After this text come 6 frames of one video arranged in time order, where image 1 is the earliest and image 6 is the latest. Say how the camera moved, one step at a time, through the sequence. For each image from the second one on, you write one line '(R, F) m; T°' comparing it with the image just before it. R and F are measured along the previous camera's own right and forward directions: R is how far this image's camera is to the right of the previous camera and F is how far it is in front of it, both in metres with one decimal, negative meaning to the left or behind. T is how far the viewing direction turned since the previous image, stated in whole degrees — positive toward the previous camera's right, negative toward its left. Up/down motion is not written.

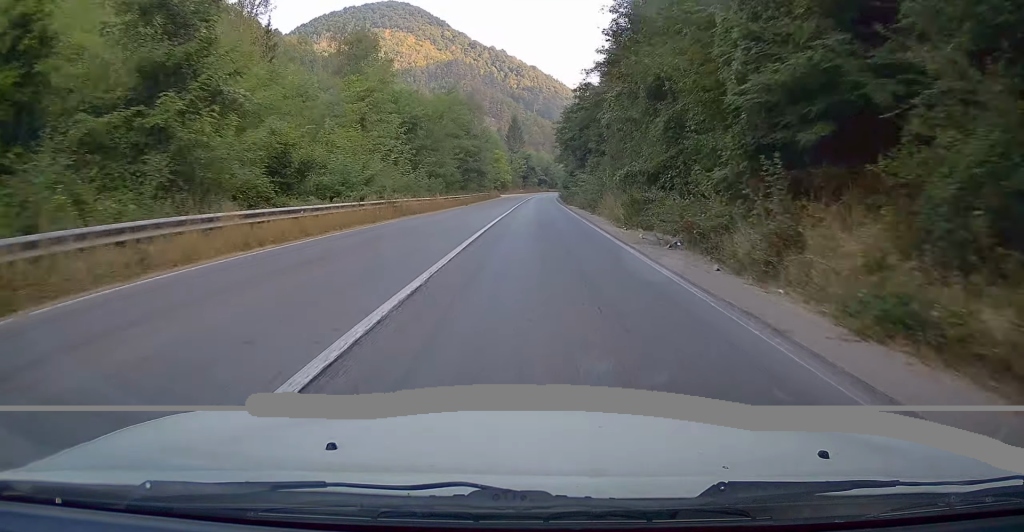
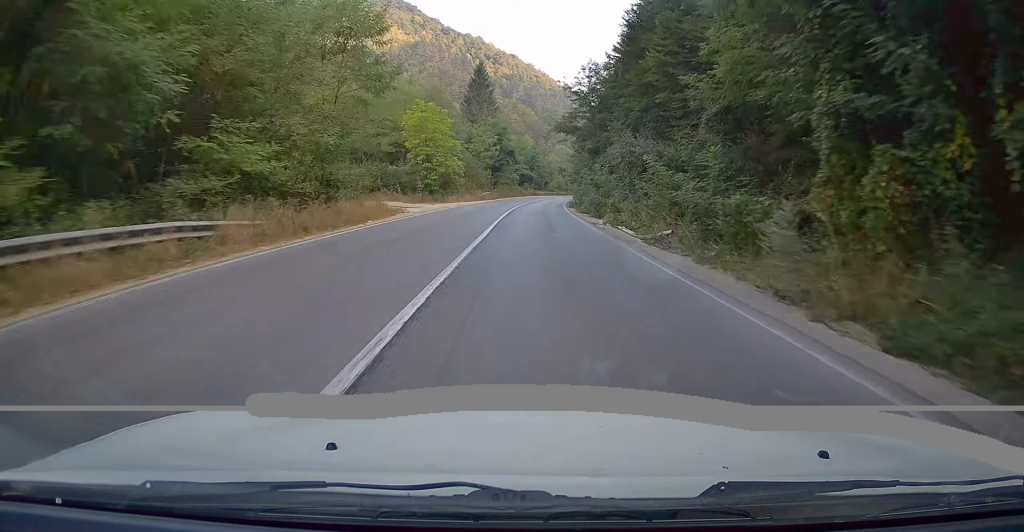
(+1.8, +71.9) m; +2°
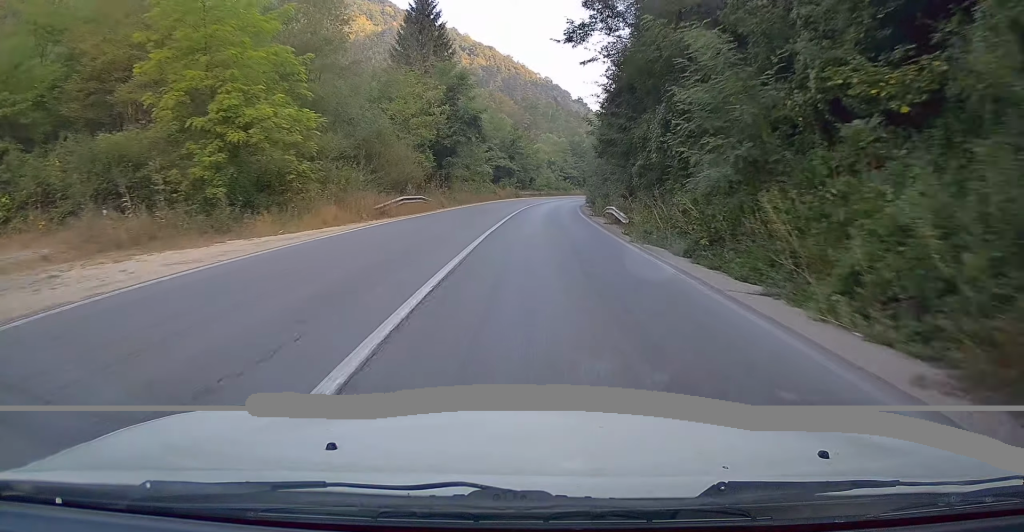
(+0.3, +39.9) m; +1°
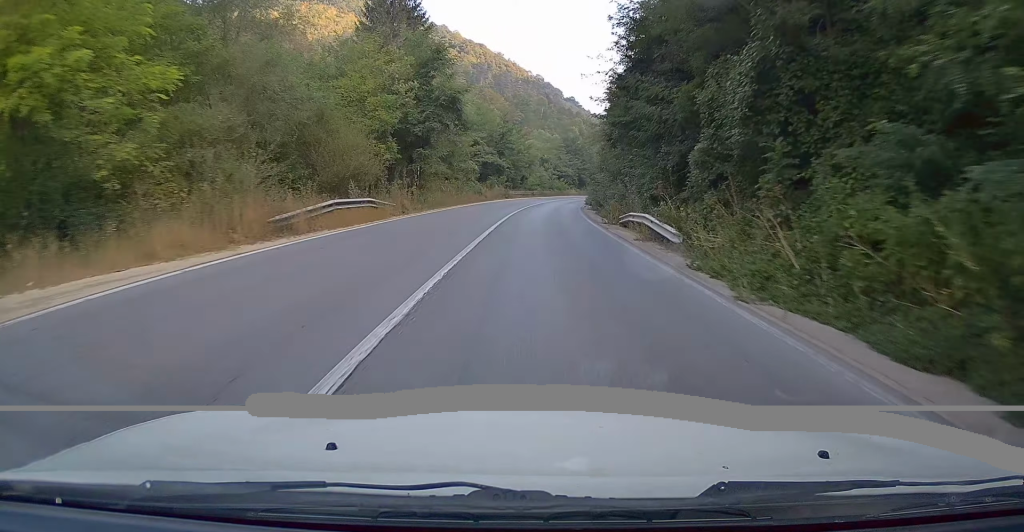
(0.0, +9.5) m; 0°
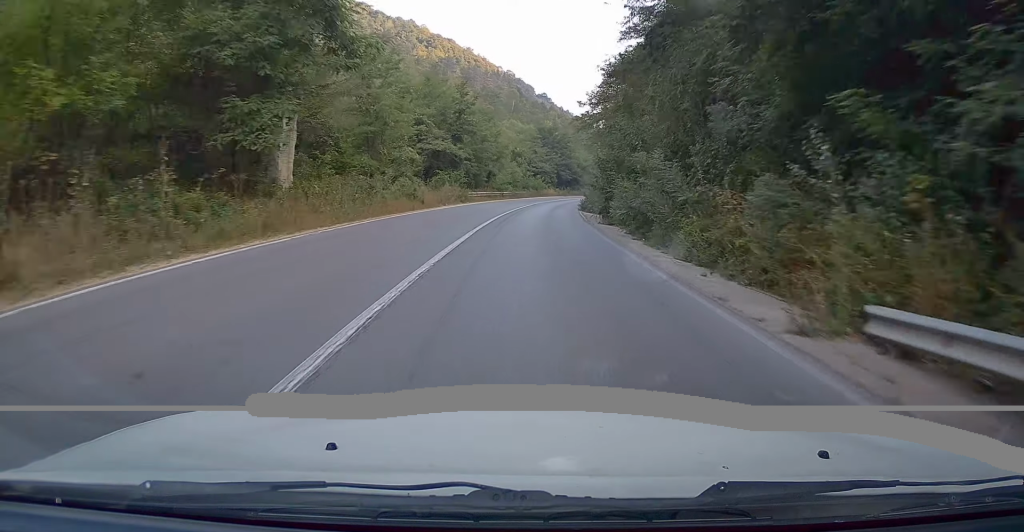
(+0.2, +22.3) m; +2°
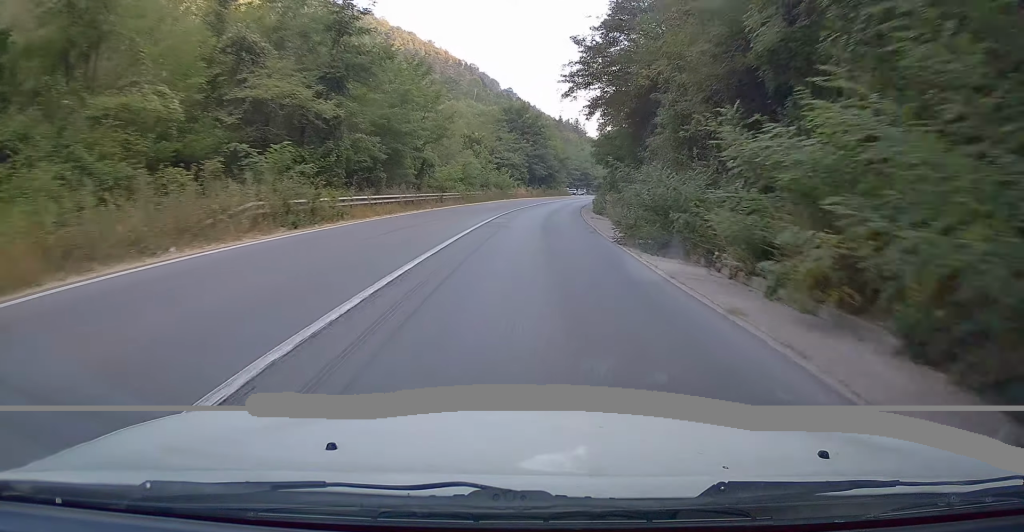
(+0.8, +29.5) m; +4°
